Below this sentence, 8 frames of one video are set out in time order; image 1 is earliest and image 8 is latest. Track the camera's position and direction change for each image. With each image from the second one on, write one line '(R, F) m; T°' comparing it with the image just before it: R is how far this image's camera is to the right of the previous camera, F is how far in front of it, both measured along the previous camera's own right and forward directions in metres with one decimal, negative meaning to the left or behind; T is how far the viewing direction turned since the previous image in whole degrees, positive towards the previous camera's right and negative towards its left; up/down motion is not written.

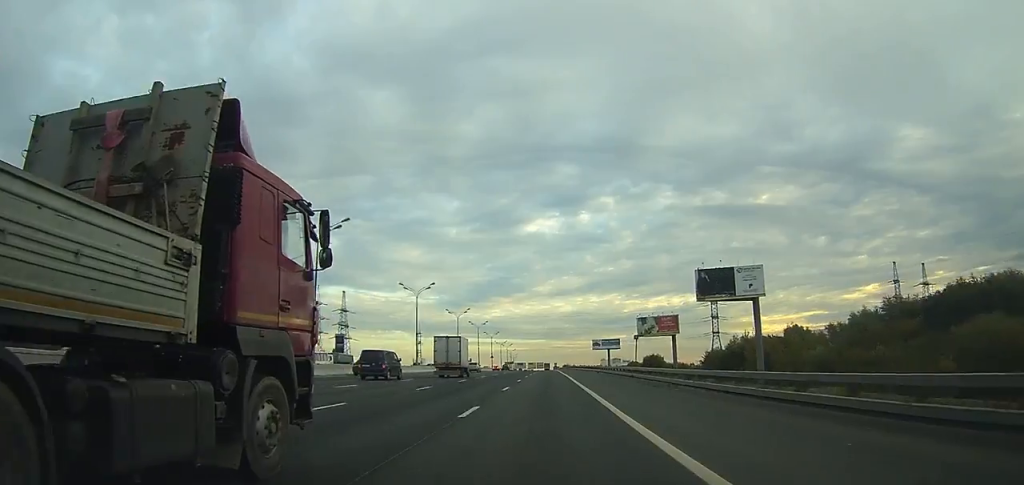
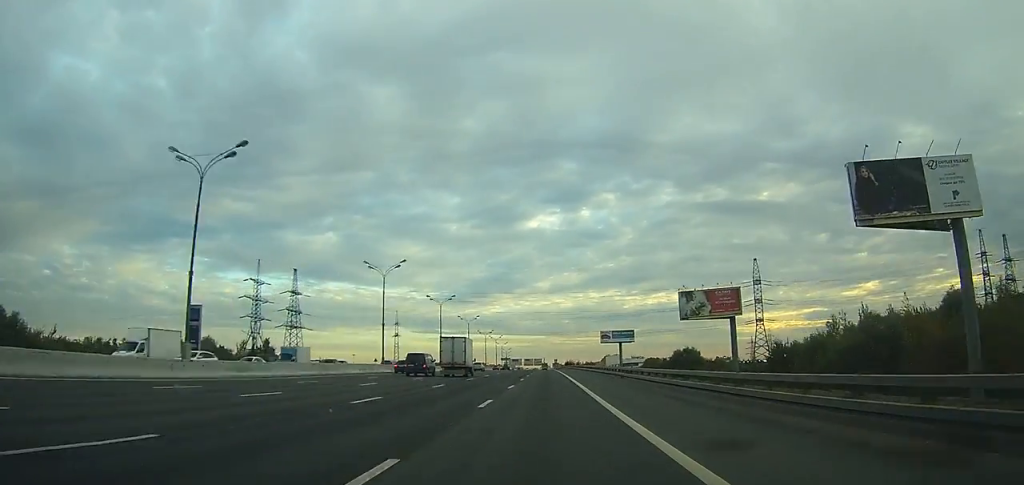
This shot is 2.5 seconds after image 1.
(+0.1, +51.1) m; 0°
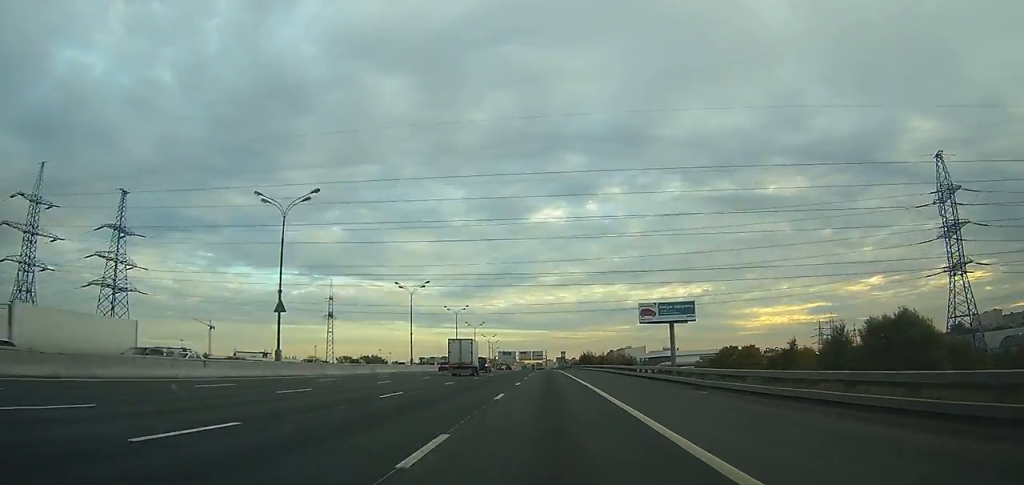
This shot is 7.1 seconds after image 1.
(-1.0, +100.7) m; -1°
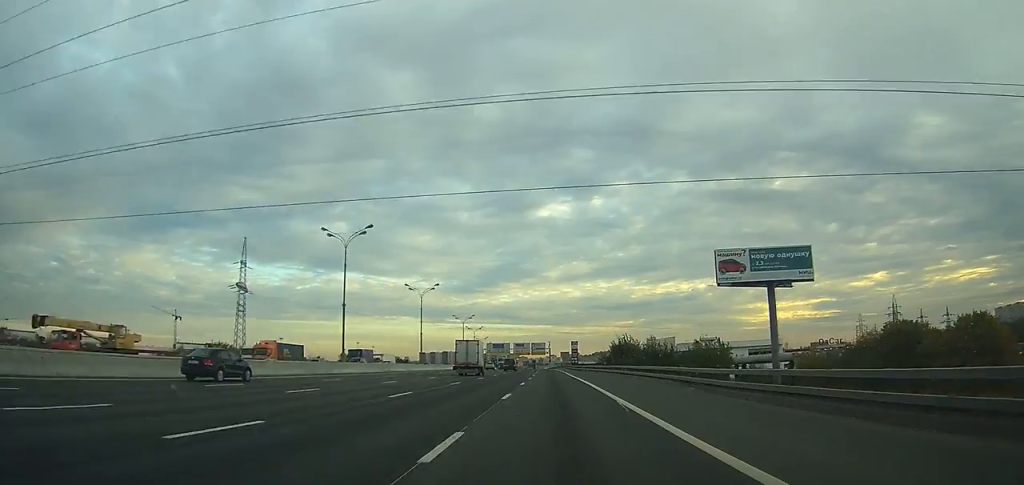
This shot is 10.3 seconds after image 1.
(+0.3, +71.1) m; +1°
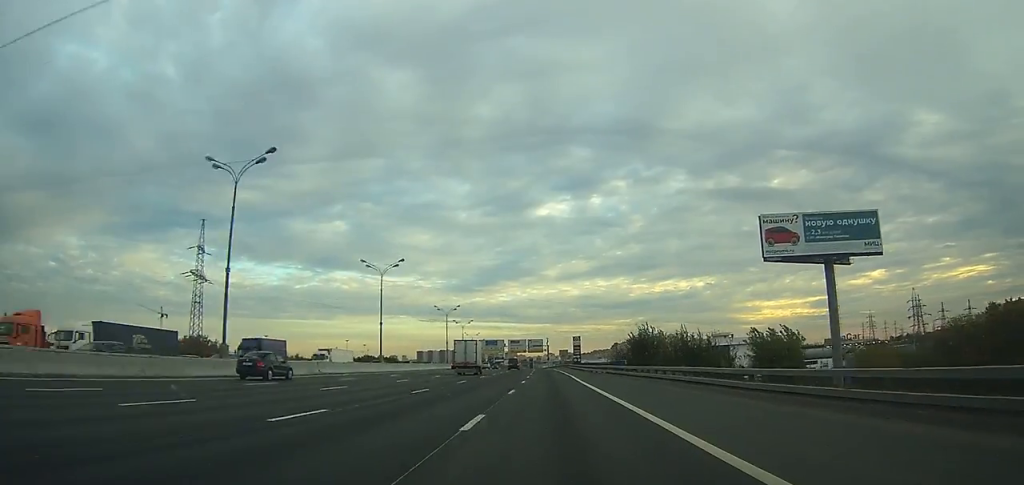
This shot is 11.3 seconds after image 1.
(0.0, +20.7) m; 0°
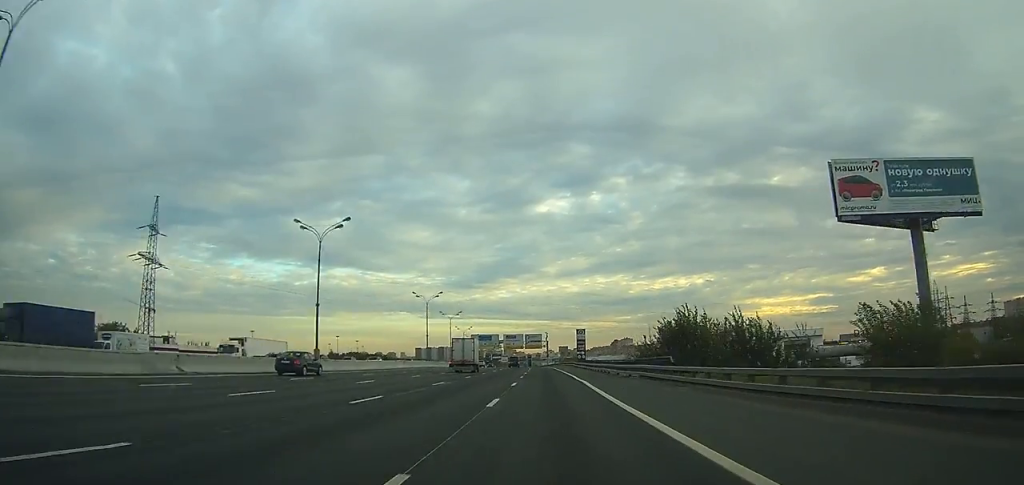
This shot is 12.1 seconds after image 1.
(0.0, +19.1) m; 0°
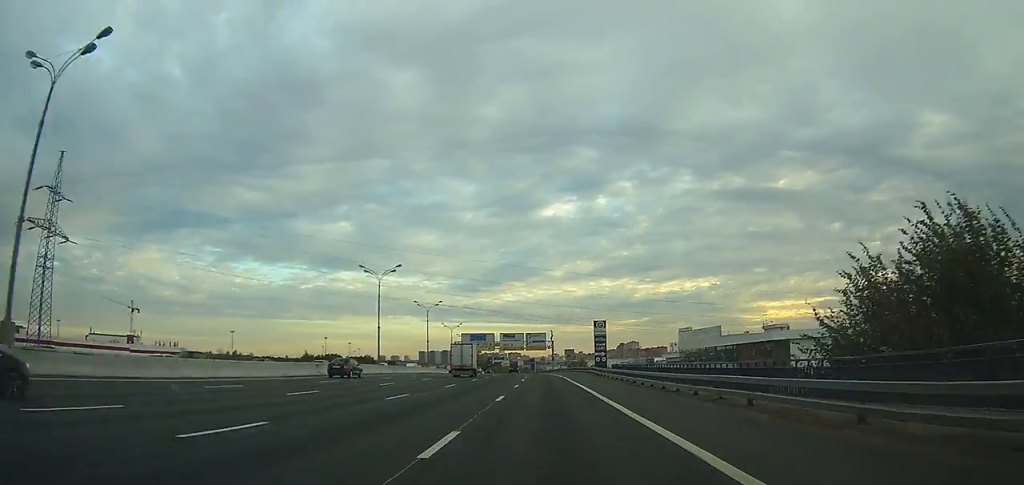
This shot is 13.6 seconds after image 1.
(0.0, +32.0) m; 0°
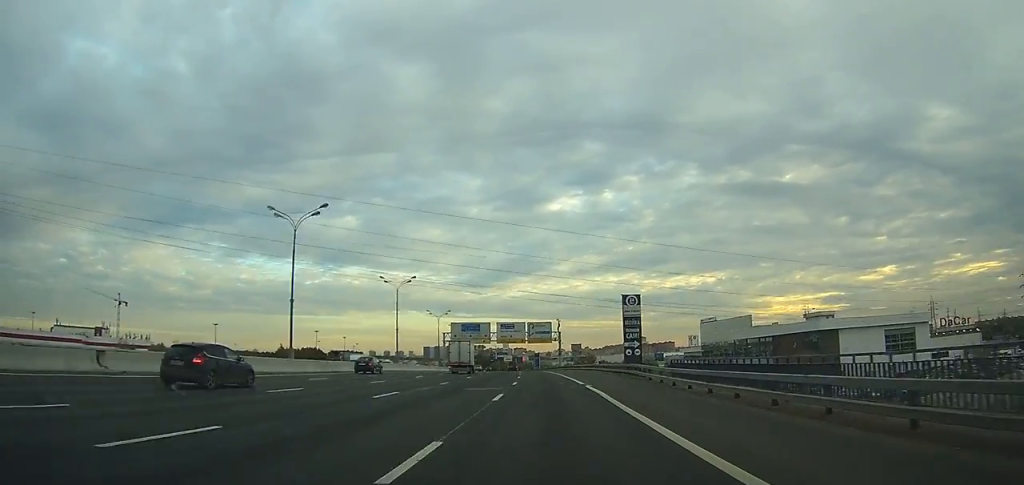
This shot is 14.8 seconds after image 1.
(-0.1, +25.8) m; -1°
